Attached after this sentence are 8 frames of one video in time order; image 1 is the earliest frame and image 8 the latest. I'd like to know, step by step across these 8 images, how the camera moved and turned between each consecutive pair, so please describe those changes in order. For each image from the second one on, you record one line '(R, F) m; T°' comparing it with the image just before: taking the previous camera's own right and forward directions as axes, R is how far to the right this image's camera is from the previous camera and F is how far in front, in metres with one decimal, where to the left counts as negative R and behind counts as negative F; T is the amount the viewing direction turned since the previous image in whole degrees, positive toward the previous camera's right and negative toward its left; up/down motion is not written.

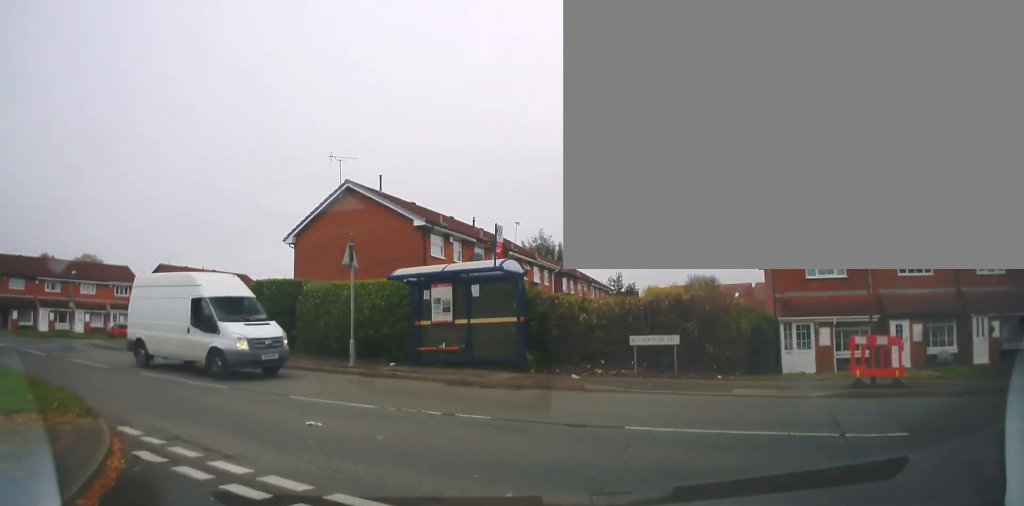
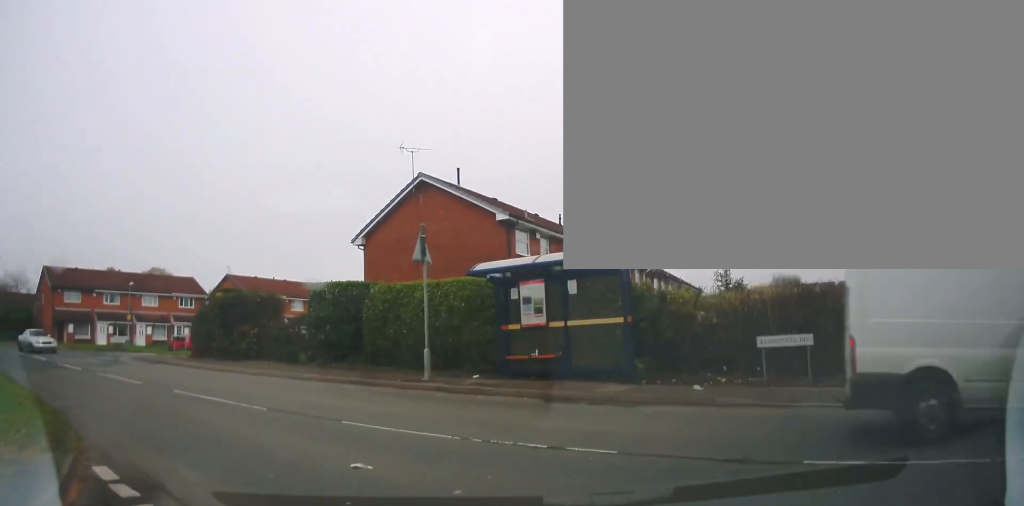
(-0.3, +2.5) m; -18°
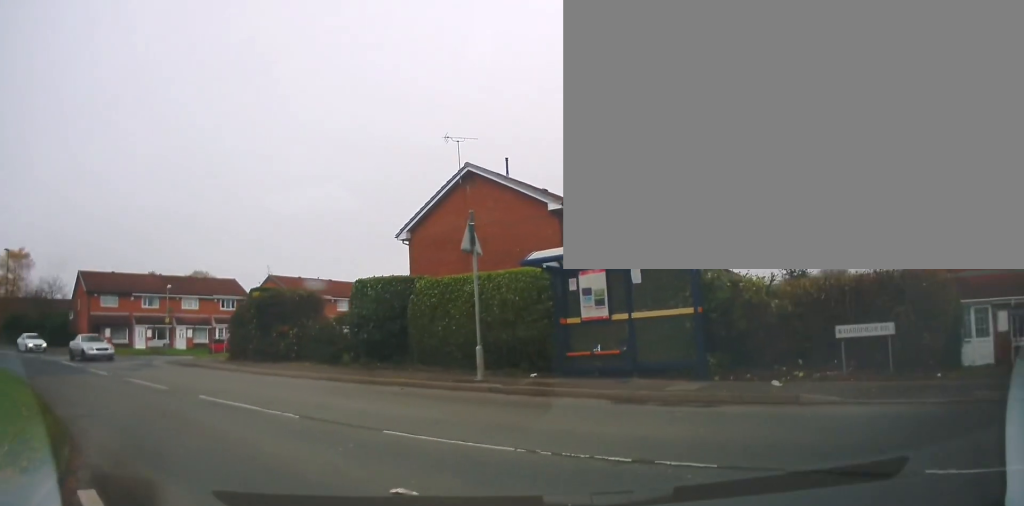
(-0.2, +1.0) m; -4°
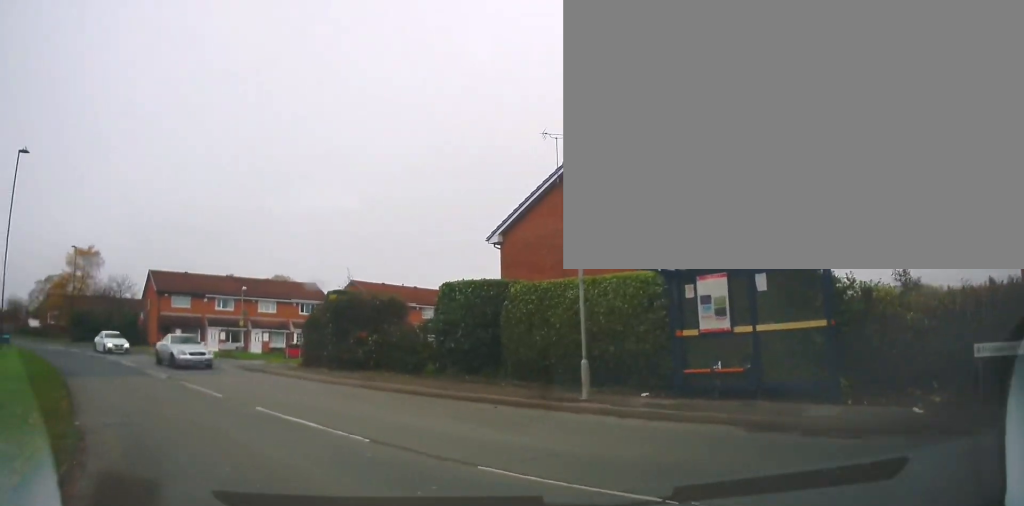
(-0.1, +1.5) m; -6°
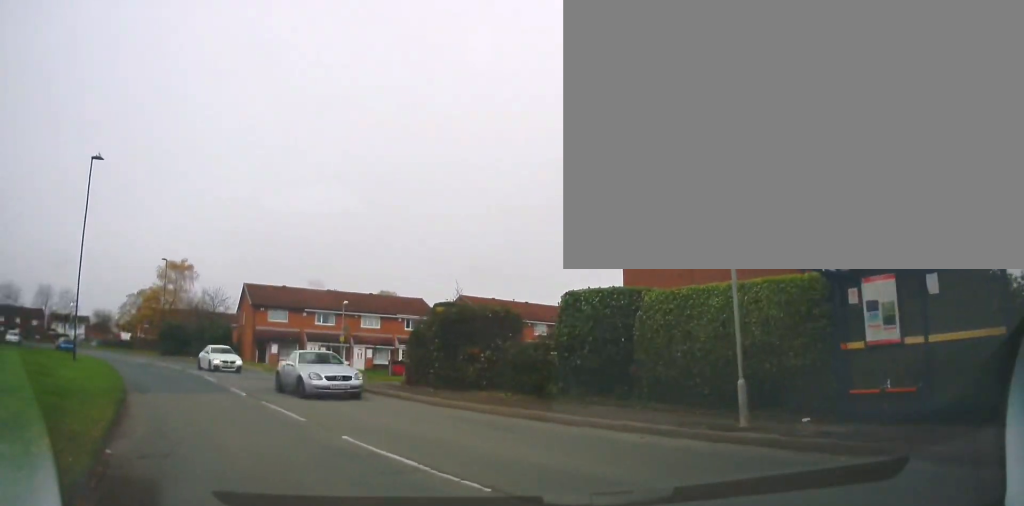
(+0.1, +1.7) m; -7°
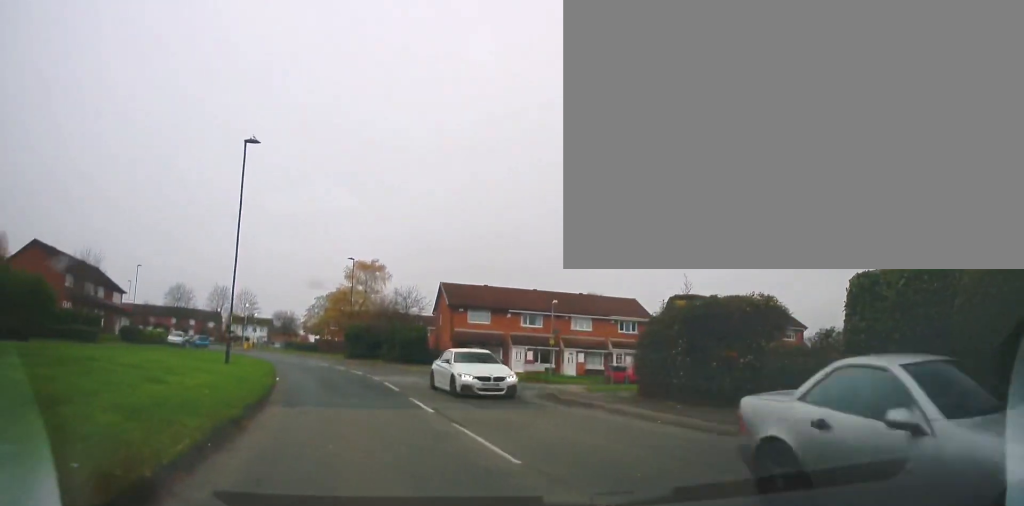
(-0.7, +3.8) m; -22°
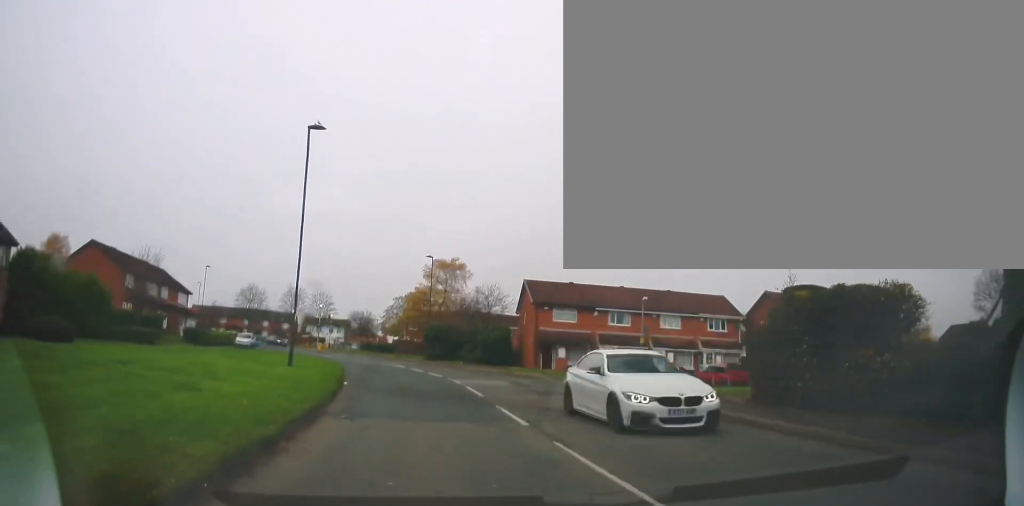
(-0.2, +2.1) m; -8°
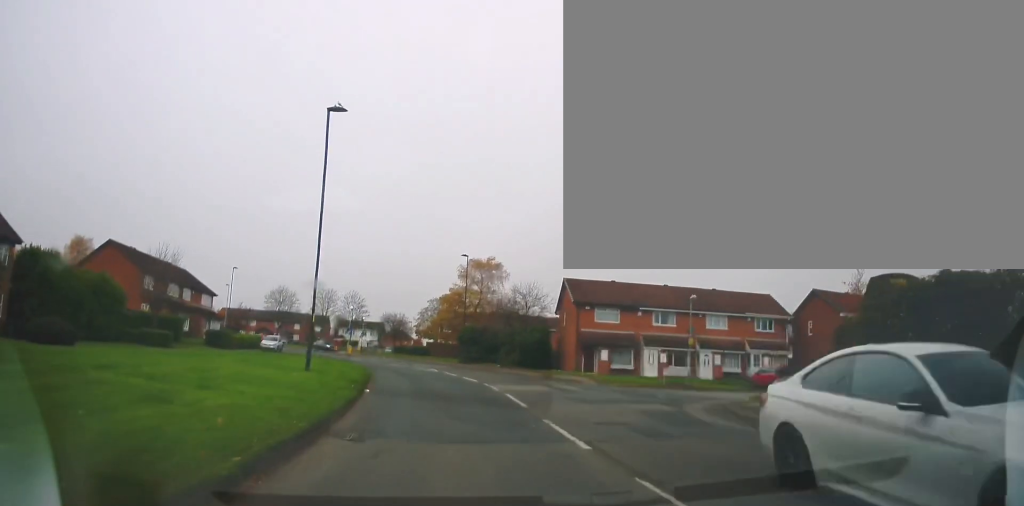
(-0.4, +2.5) m; -2°
